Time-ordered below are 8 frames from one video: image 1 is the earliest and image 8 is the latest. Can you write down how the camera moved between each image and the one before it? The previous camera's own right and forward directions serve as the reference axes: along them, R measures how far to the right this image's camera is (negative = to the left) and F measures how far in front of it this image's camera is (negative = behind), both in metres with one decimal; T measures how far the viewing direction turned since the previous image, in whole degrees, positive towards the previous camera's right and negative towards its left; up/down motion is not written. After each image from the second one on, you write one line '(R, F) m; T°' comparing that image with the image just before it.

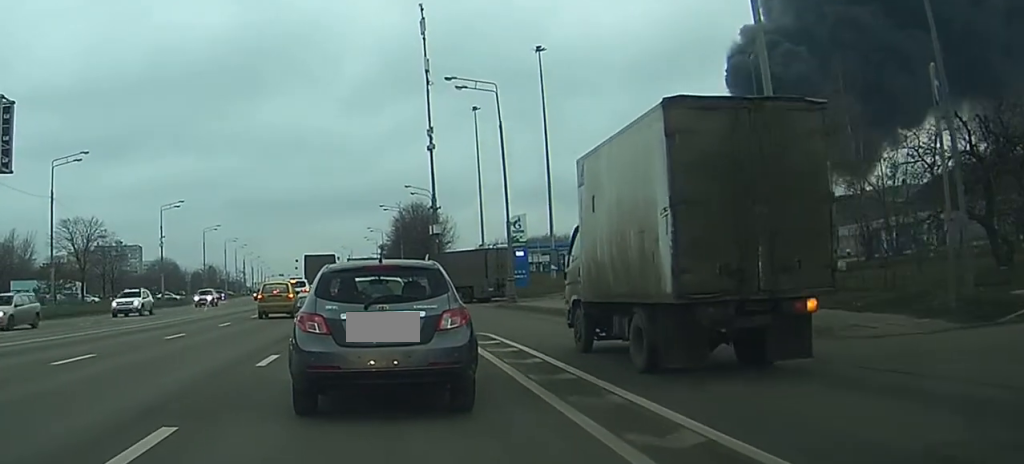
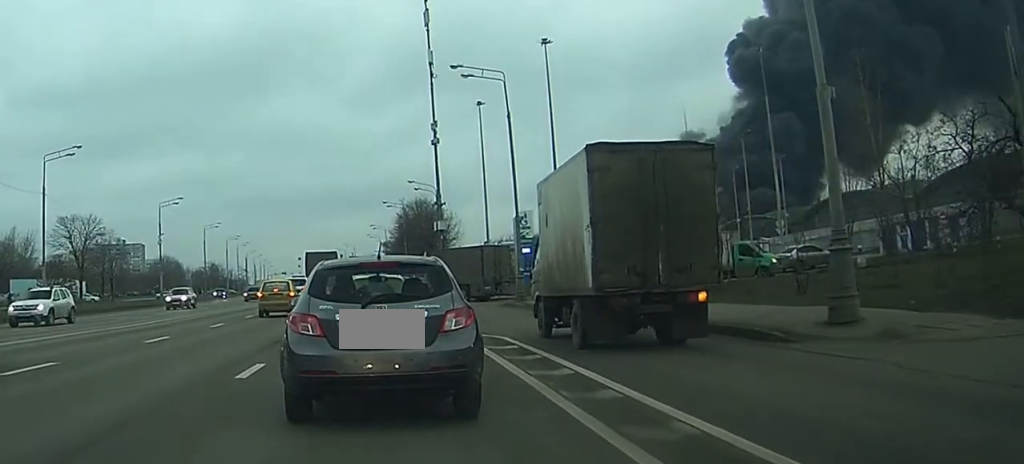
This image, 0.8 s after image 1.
(0.0, +1.8) m; -1°
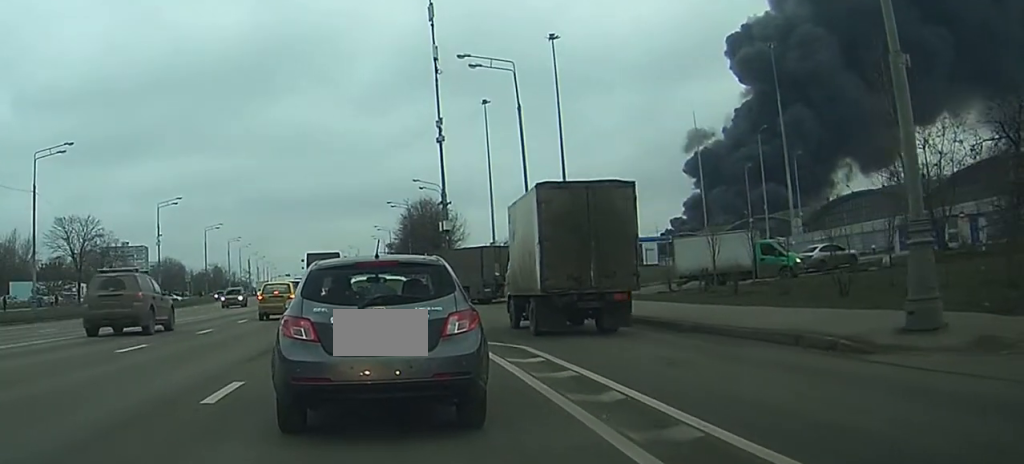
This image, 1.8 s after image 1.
(0.0, +2.2) m; -3°
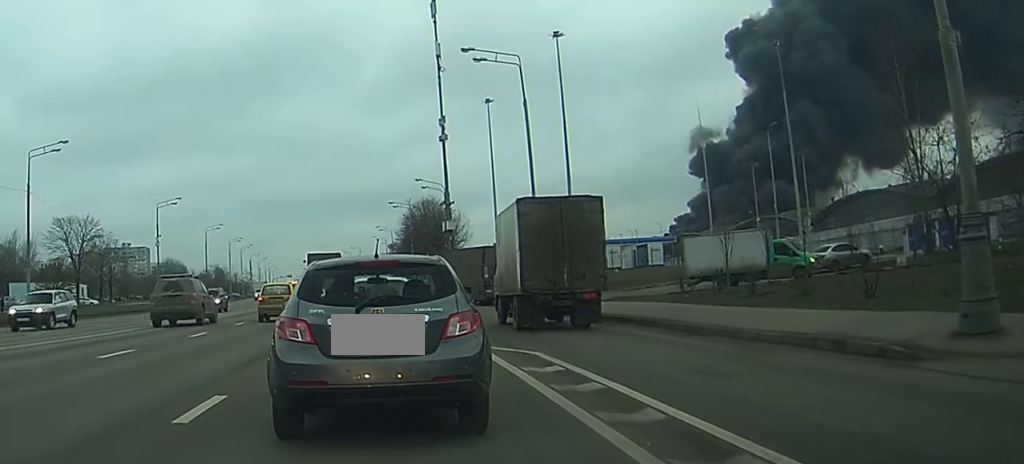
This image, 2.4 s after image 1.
(0.0, +1.2) m; -1°
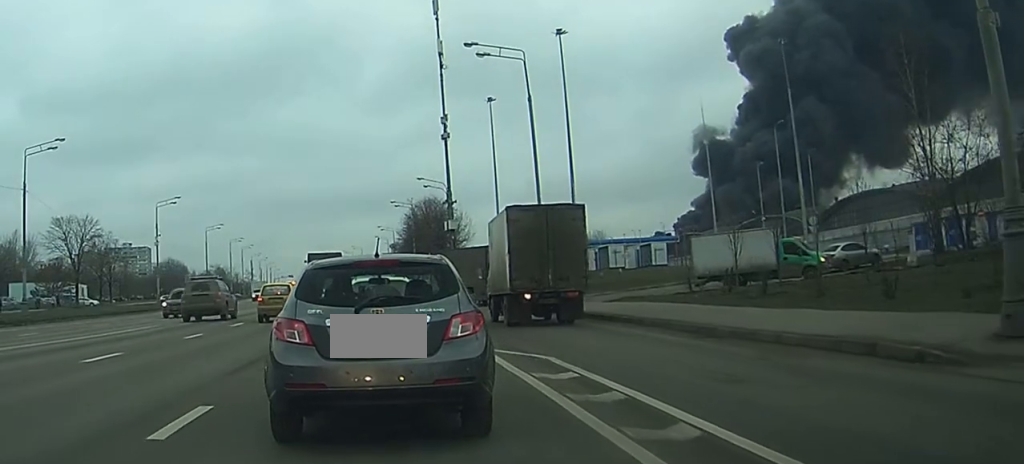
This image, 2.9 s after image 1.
(0.0, +0.8) m; -1°
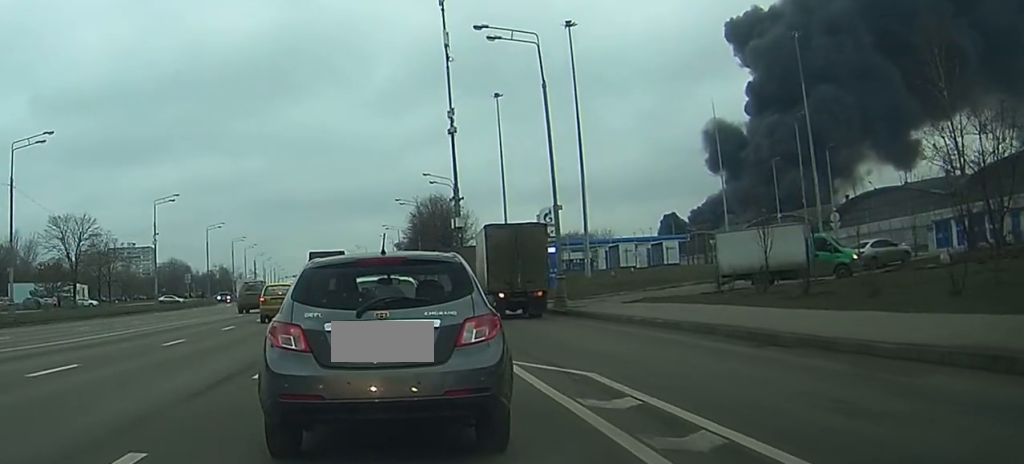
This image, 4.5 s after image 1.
(0.0, +2.4) m; 0°
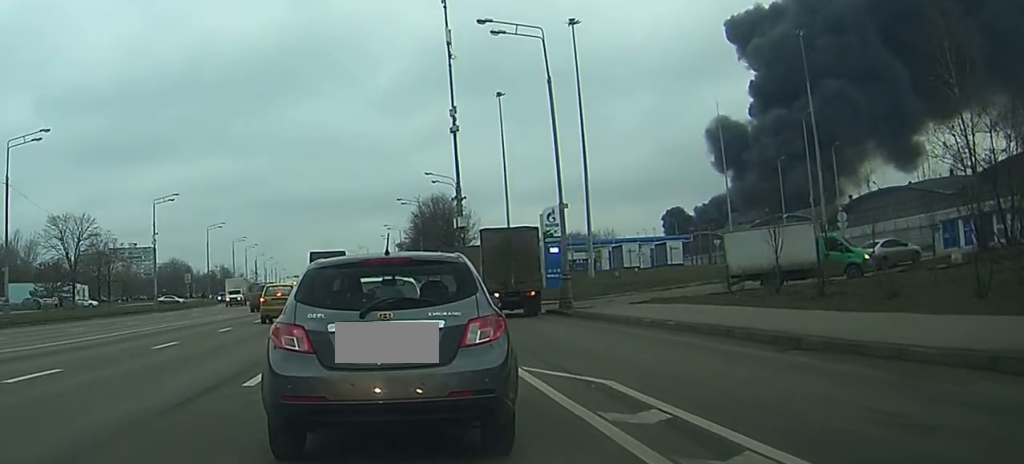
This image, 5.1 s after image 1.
(0.0, +0.8) m; 0°
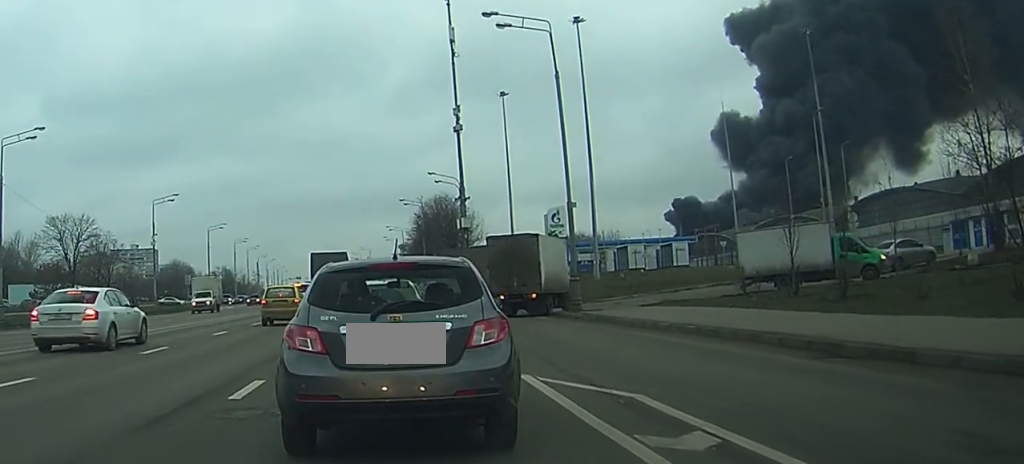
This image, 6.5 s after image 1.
(-0.1, +1.5) m; 0°
